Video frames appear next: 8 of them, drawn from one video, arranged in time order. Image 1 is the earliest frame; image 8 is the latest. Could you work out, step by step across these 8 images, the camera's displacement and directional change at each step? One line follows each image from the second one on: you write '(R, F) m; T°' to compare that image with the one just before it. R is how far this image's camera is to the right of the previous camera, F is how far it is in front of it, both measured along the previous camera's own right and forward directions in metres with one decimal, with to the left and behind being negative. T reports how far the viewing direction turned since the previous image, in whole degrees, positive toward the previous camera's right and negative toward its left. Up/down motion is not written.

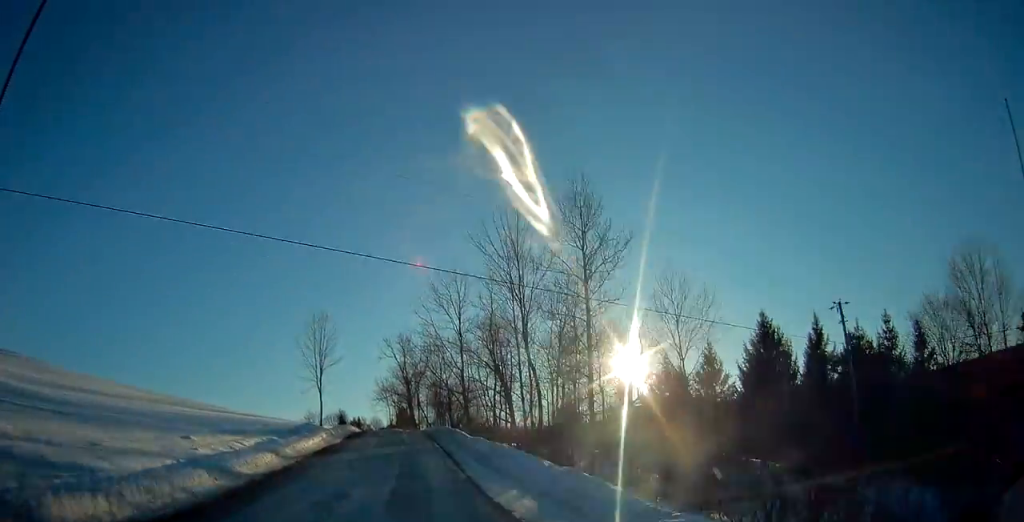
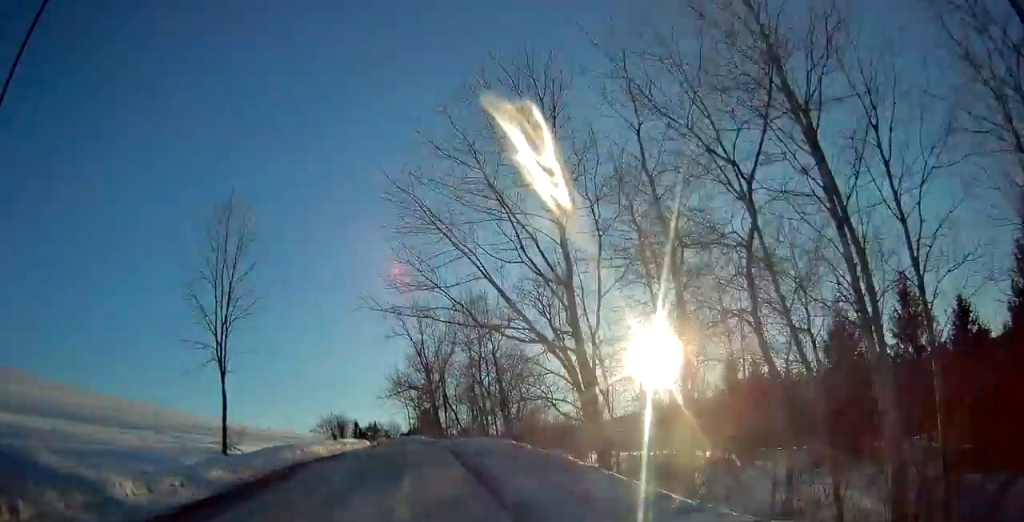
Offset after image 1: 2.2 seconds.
(-0.3, +29.6) m; -2°
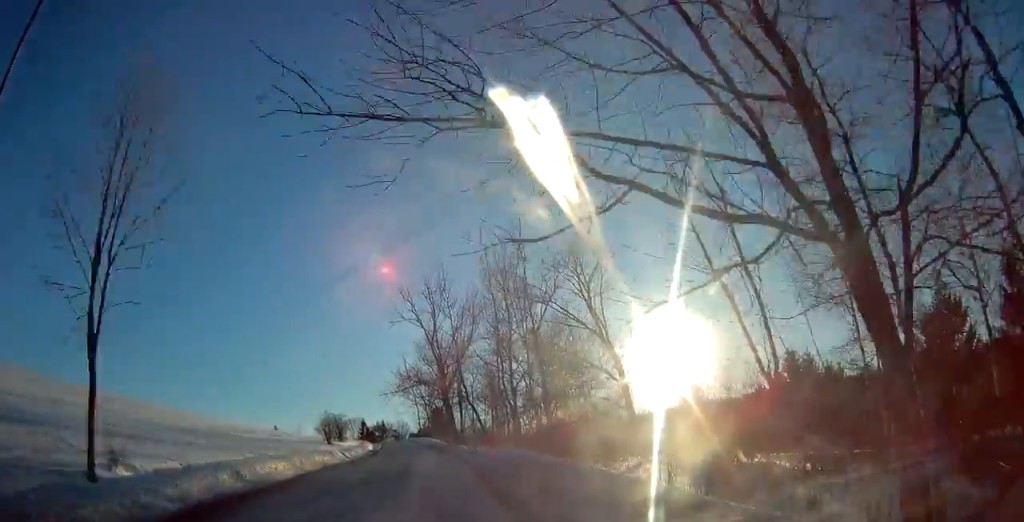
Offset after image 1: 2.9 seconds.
(-0.5, +10.6) m; -2°
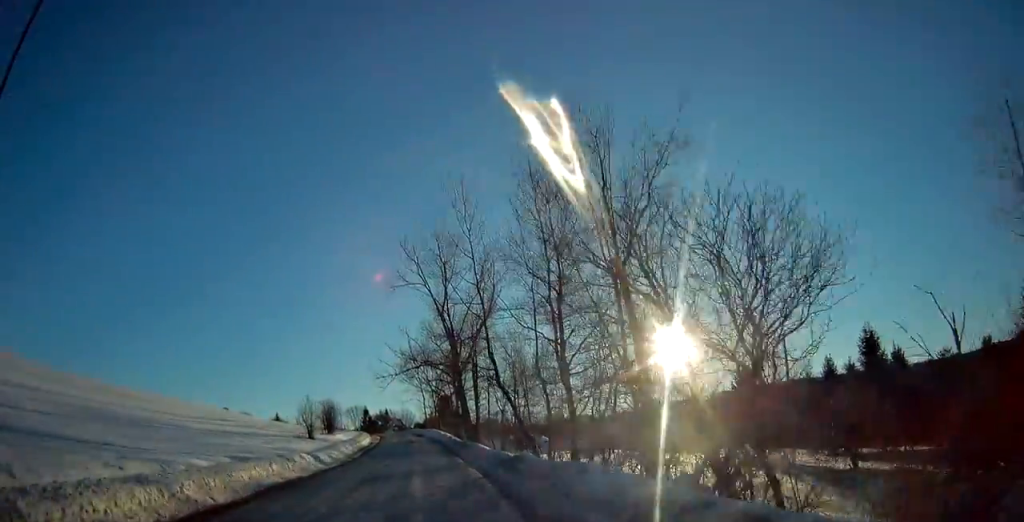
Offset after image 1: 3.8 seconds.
(+0.2, +11.6) m; 0°
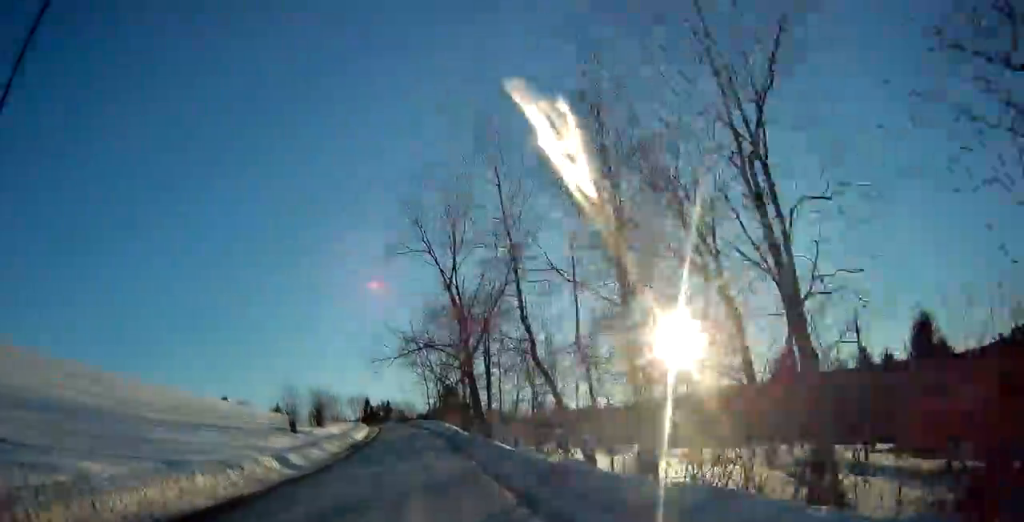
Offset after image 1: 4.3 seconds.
(-0.1, +7.1) m; -1°
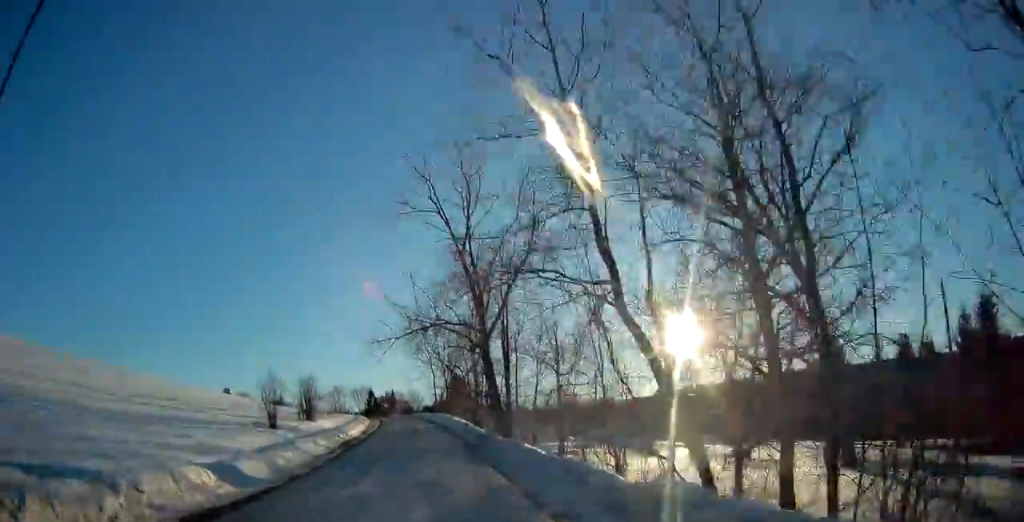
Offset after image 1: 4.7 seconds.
(-0.1, +6.6) m; -1°
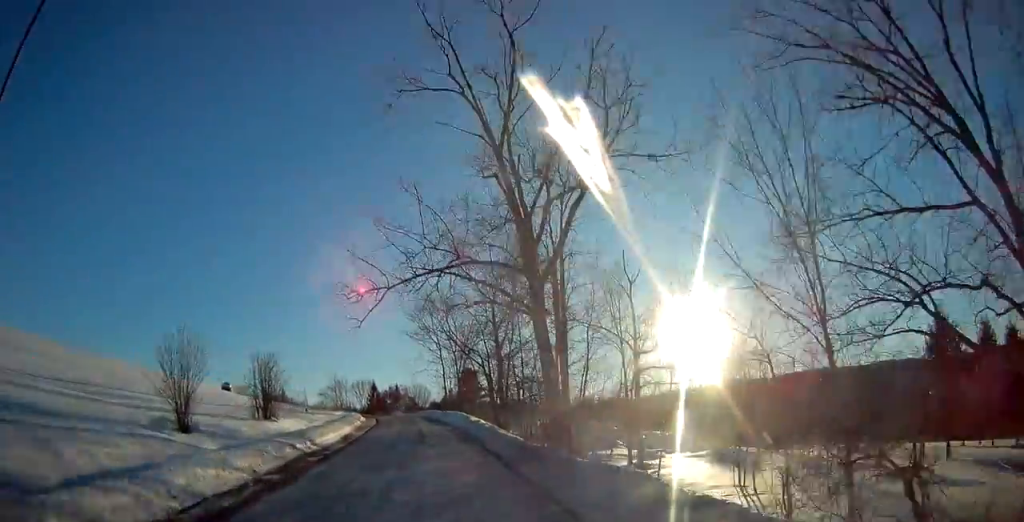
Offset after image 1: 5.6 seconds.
(0.0, +12.9) m; -1°
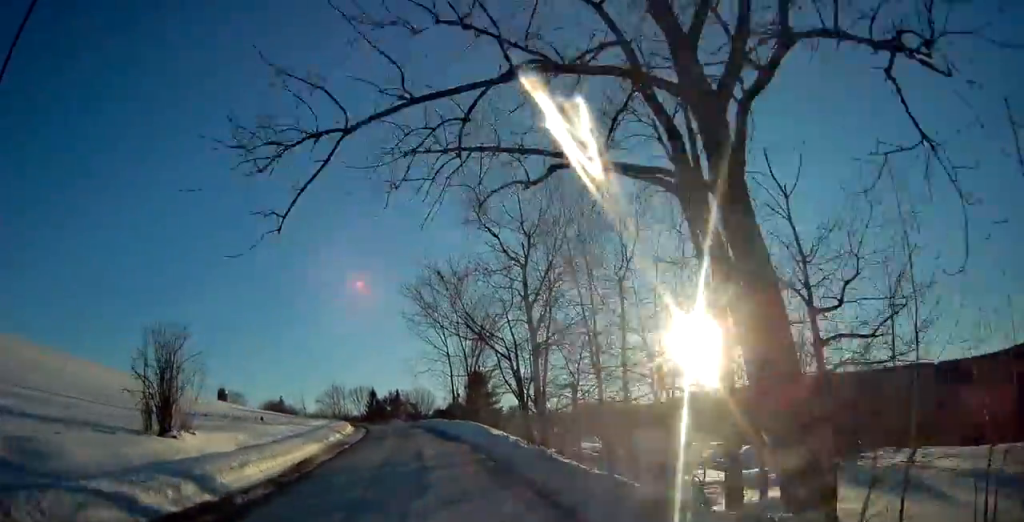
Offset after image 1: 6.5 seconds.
(-0.2, +12.3) m; -1°
